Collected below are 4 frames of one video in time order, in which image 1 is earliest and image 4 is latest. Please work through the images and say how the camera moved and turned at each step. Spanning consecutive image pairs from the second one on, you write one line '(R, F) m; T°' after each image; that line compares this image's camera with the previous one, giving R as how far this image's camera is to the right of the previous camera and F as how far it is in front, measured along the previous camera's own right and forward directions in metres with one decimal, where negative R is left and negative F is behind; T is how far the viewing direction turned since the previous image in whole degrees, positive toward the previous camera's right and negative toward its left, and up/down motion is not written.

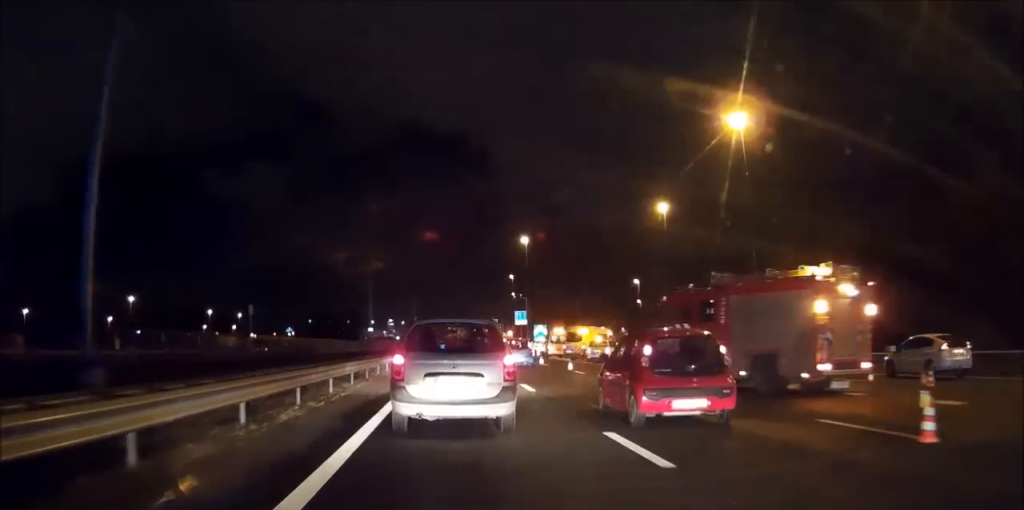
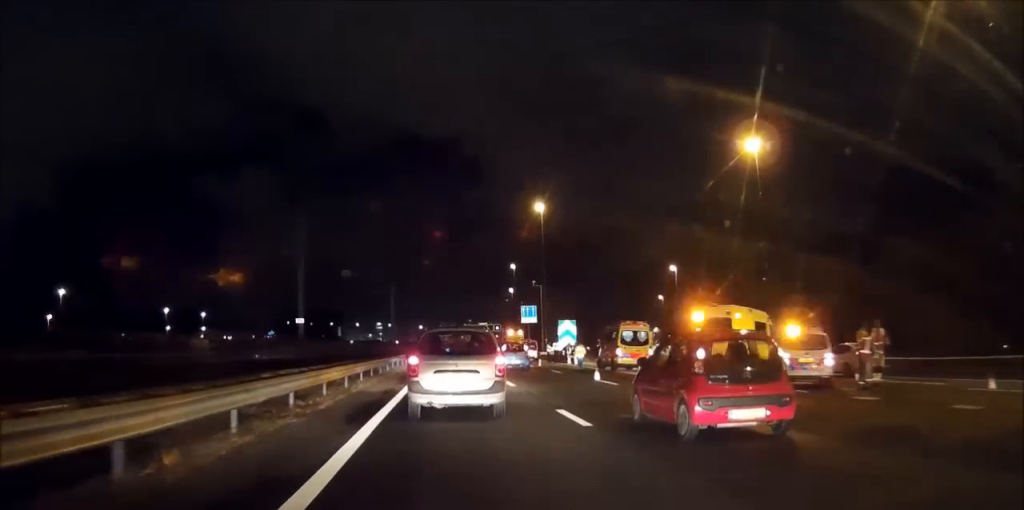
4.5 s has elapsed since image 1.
(+0.1, +33.5) m; 0°
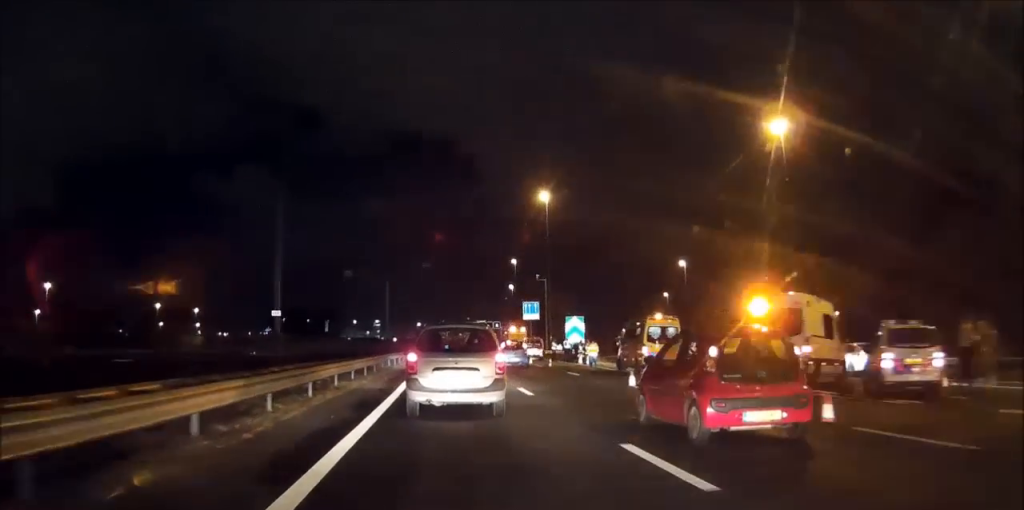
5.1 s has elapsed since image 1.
(0.0, +5.3) m; 0°
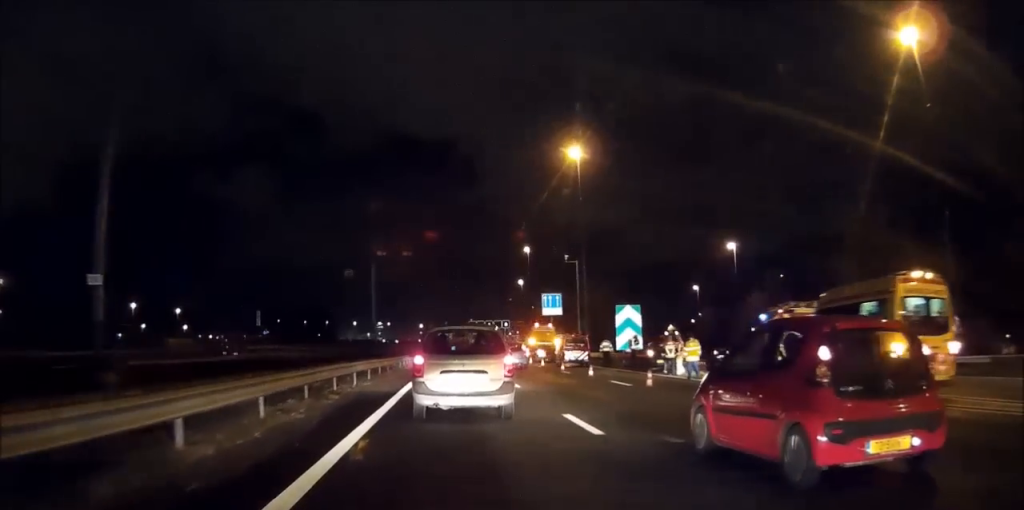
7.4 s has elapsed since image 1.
(0.0, +20.3) m; 0°
